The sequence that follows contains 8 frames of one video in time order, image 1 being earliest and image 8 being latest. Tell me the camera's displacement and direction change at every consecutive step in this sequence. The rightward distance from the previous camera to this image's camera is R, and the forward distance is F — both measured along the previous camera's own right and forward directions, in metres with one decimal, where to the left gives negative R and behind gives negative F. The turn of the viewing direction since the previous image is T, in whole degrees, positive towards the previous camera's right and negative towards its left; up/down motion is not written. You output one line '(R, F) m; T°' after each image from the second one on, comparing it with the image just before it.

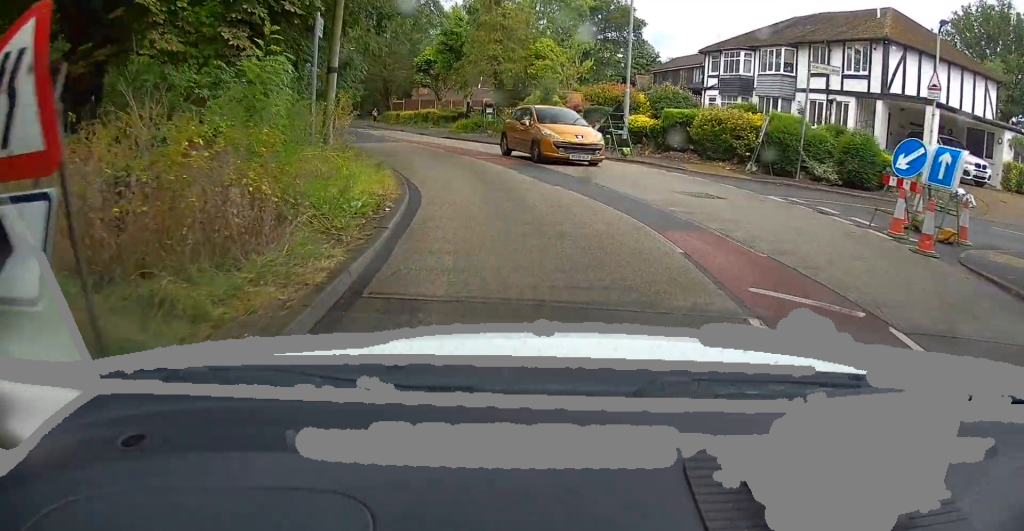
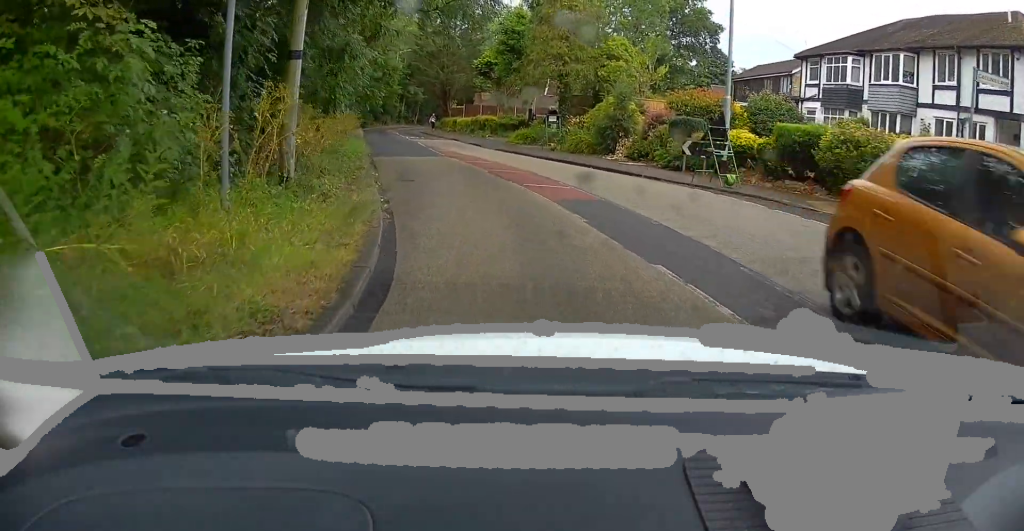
(-0.3, +5.3) m; -7°
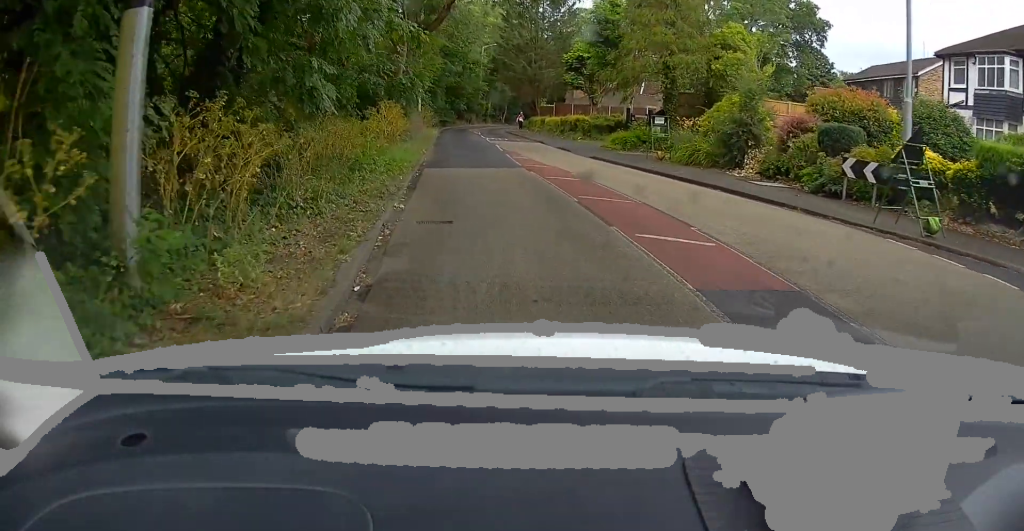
(-0.3, +5.3) m; -5°
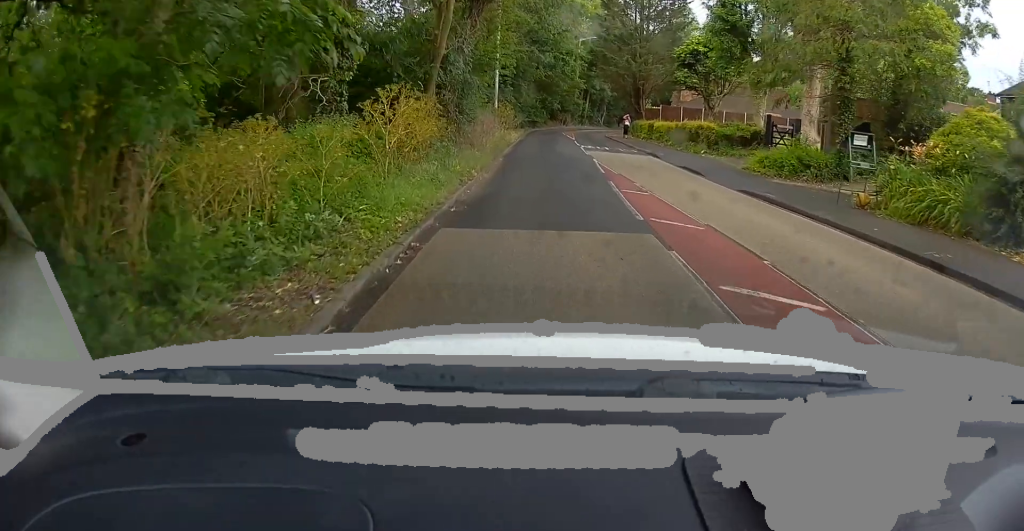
(-0.3, +8.0) m; -4°
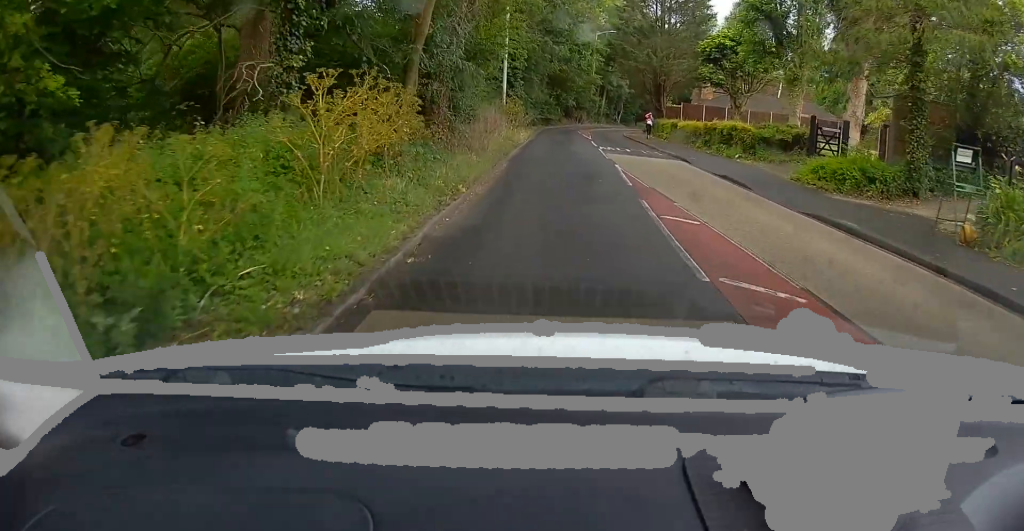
(-0.1, +3.2) m; -2°
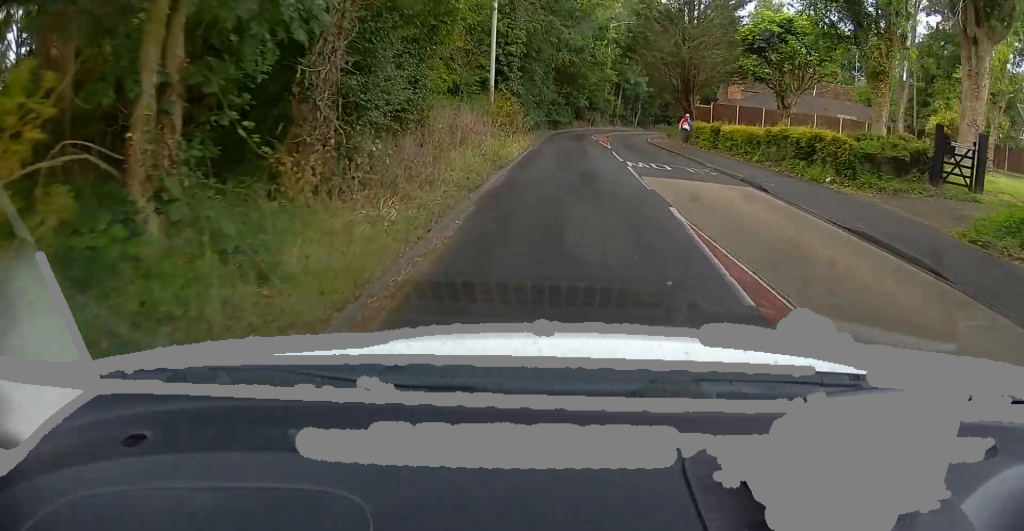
(-0.2, +6.9) m; -4°
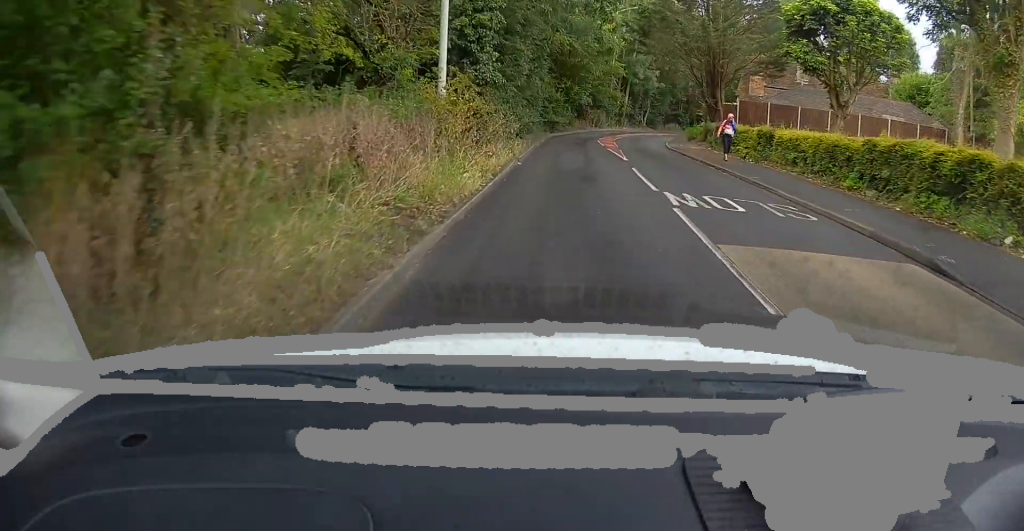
(-0.3, +7.3) m; -1°
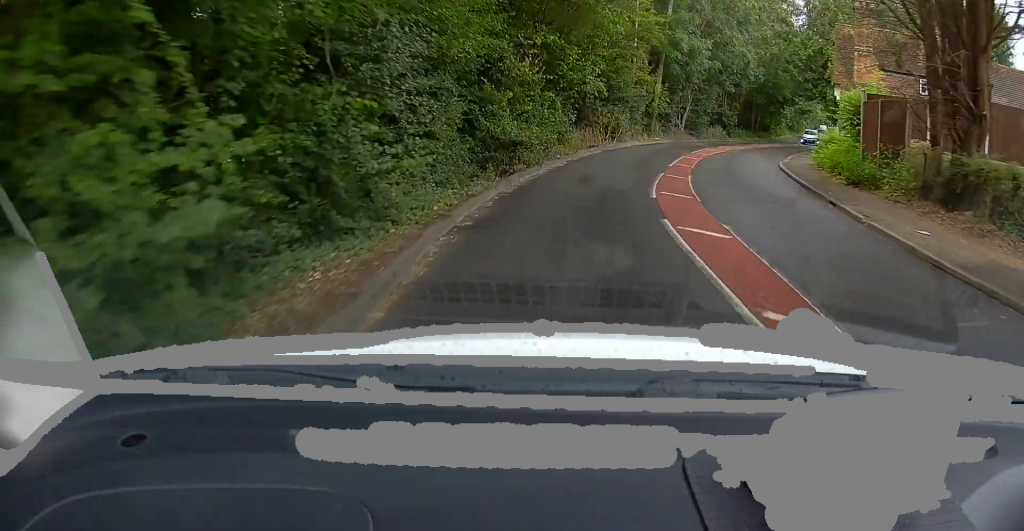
(+0.4, +22.4) m; +2°
